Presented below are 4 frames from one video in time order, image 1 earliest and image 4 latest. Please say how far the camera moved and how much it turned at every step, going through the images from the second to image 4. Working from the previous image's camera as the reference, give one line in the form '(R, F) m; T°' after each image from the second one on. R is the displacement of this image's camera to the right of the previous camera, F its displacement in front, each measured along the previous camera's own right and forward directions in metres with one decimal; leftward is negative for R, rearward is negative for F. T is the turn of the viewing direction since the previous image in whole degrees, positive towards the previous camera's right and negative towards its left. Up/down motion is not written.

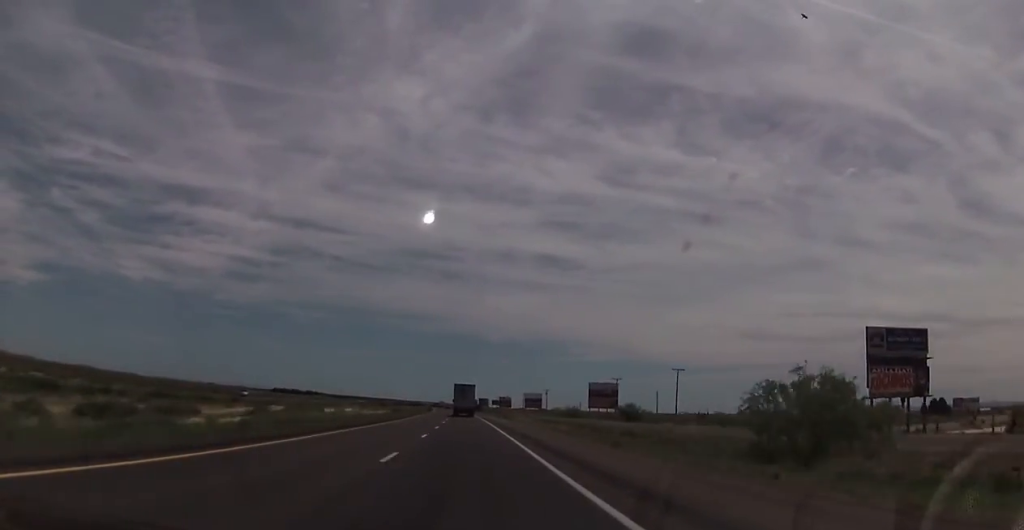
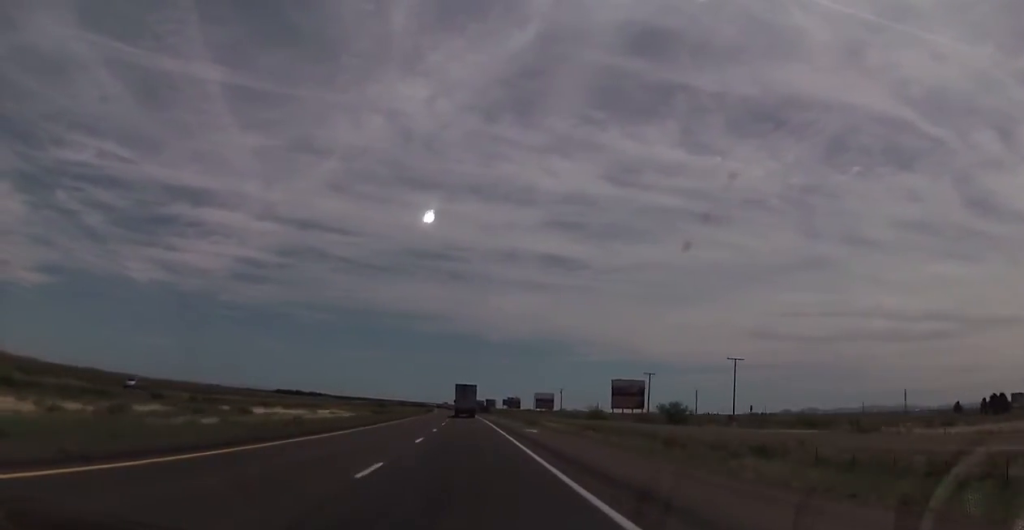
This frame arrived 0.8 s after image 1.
(0.0, +27.6) m; 0°
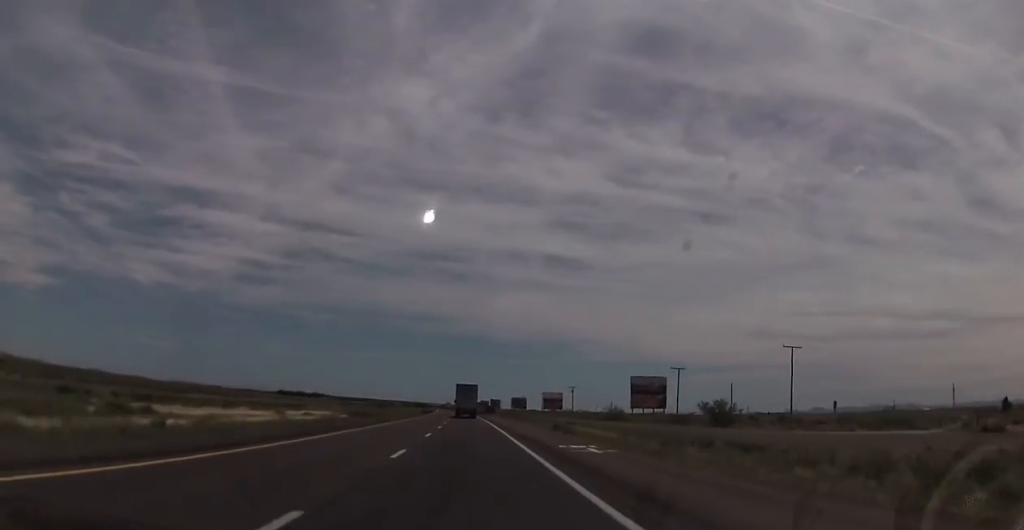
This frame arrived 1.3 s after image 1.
(0.0, +19.3) m; 0°
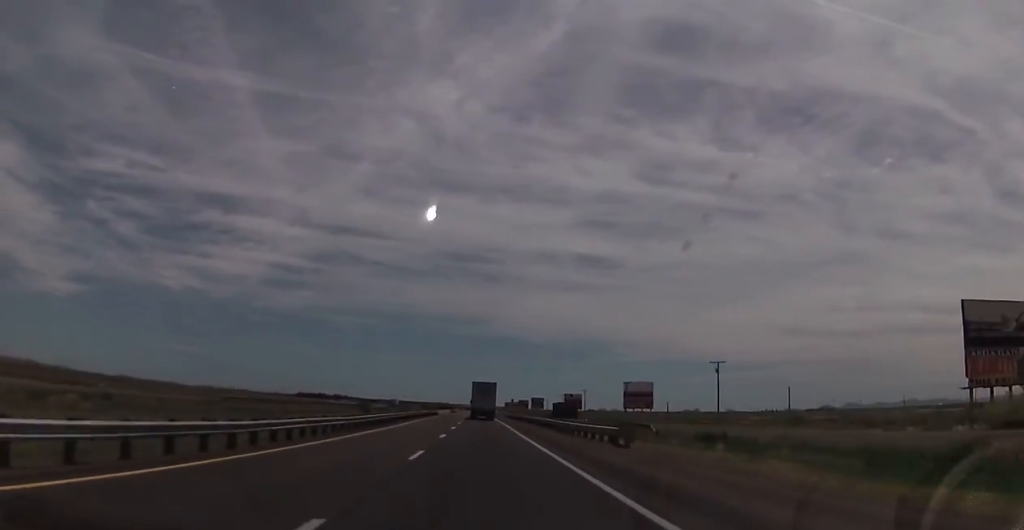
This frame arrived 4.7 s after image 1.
(-2.8, +121.7) m; -3°
